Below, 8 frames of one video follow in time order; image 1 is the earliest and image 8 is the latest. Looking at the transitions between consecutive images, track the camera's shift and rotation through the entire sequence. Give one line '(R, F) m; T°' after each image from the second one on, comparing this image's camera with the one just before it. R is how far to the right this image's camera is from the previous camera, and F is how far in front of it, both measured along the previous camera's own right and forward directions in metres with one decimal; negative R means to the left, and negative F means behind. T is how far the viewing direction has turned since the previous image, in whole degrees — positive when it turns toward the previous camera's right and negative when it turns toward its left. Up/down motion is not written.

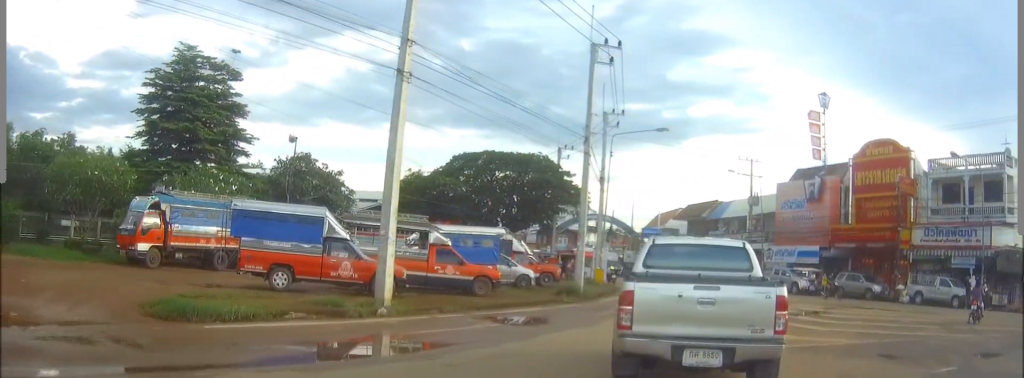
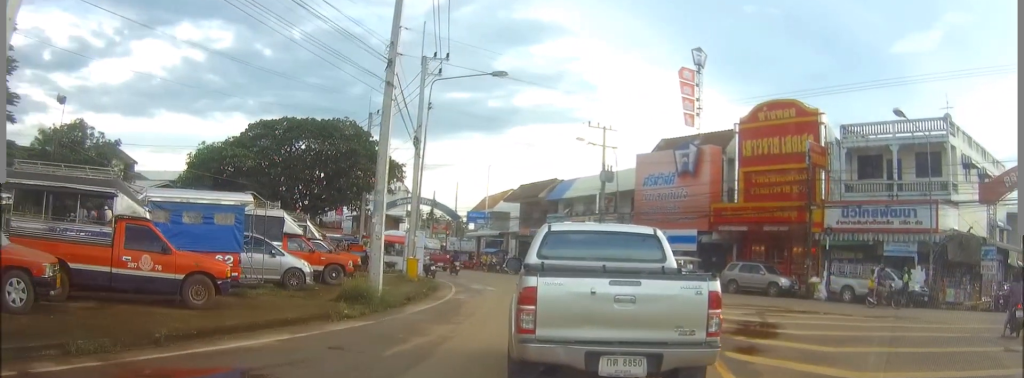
(+1.3, +9.3) m; +12°
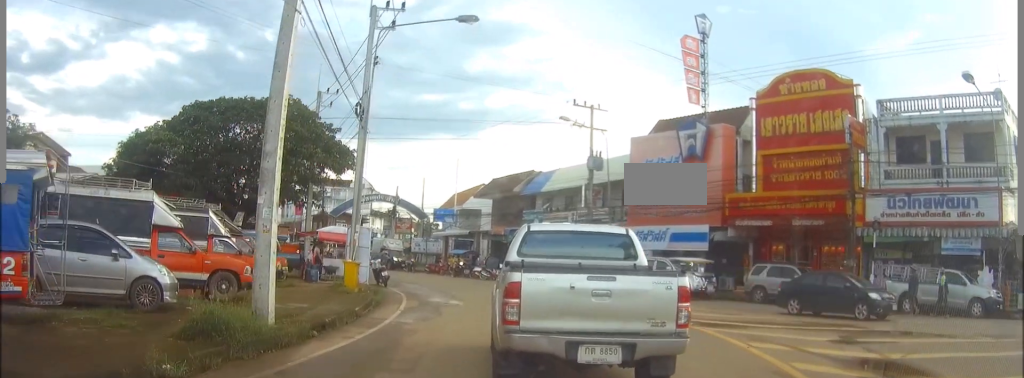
(+0.1, +7.5) m; +2°
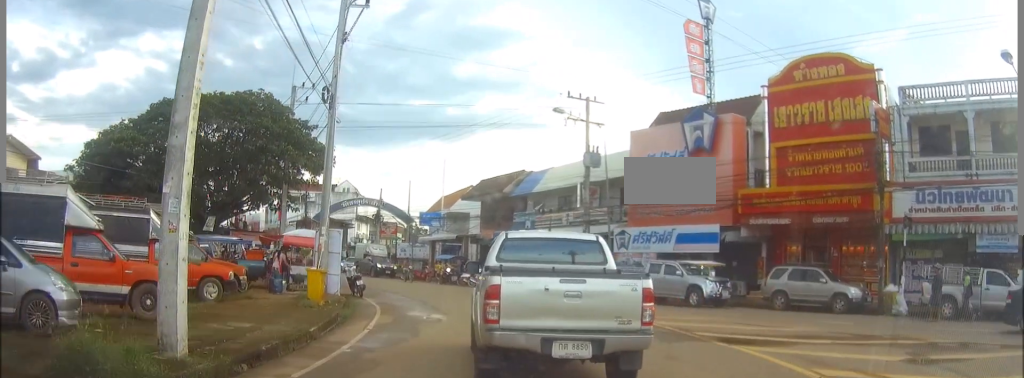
(+0.1, +3.3) m; -2°
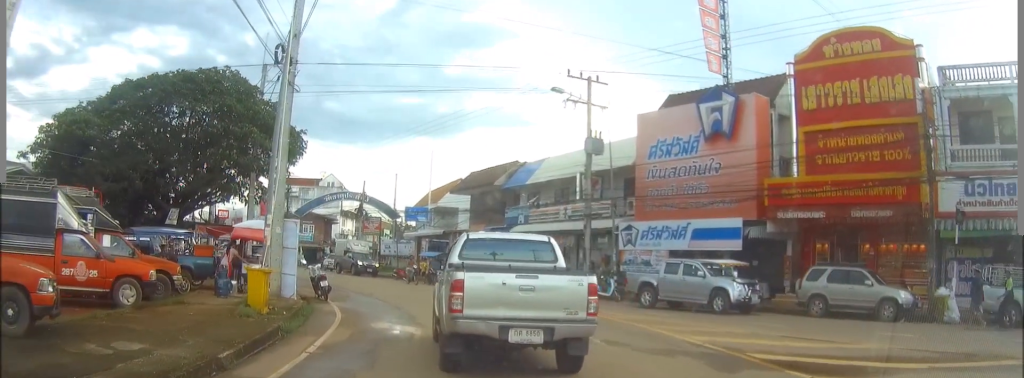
(-0.2, +4.1) m; -2°
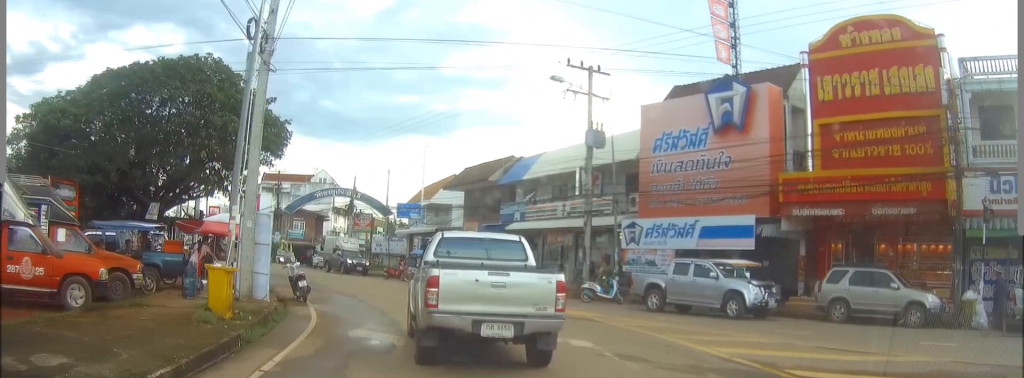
(0.0, +1.8) m; 0°
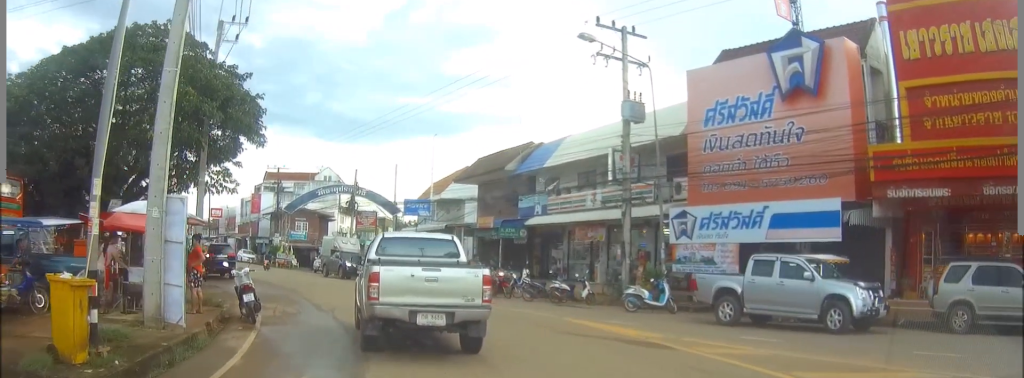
(+0.1, +5.4) m; +2°
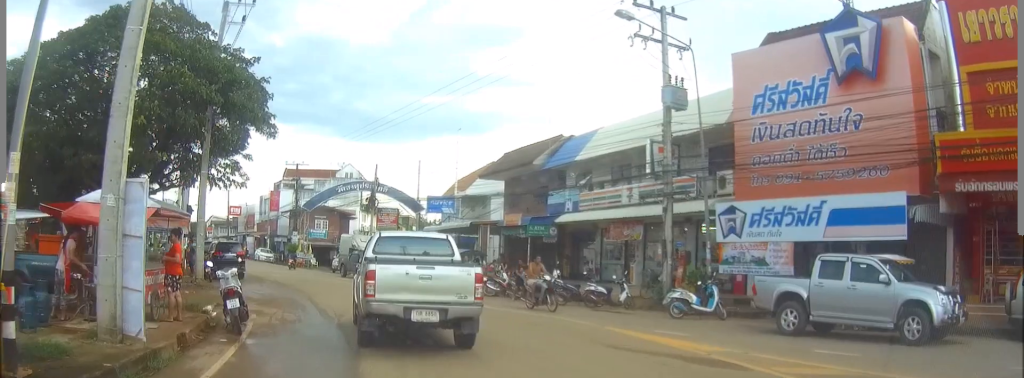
(0.0, +2.3) m; 0°
